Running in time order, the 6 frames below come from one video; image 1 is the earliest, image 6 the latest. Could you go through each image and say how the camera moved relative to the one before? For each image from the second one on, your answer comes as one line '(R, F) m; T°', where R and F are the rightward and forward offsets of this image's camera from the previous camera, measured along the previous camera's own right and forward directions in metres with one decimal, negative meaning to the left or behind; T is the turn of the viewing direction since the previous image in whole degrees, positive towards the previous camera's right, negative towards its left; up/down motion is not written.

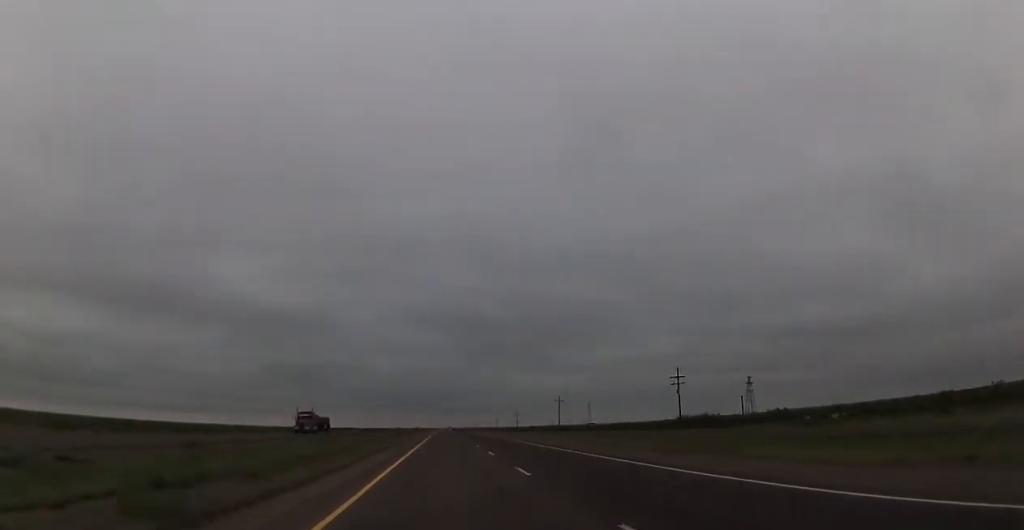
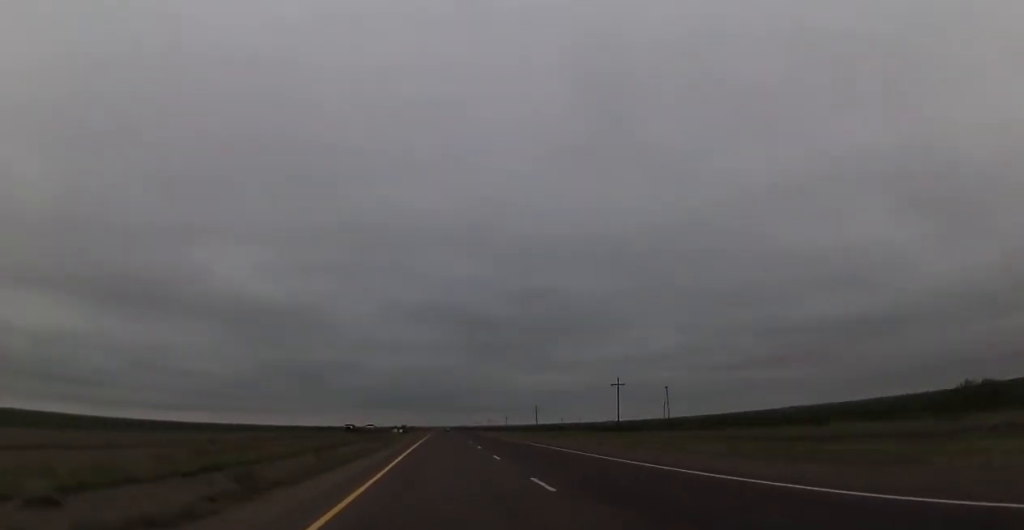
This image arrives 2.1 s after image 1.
(-0.1, +76.8) m; 0°
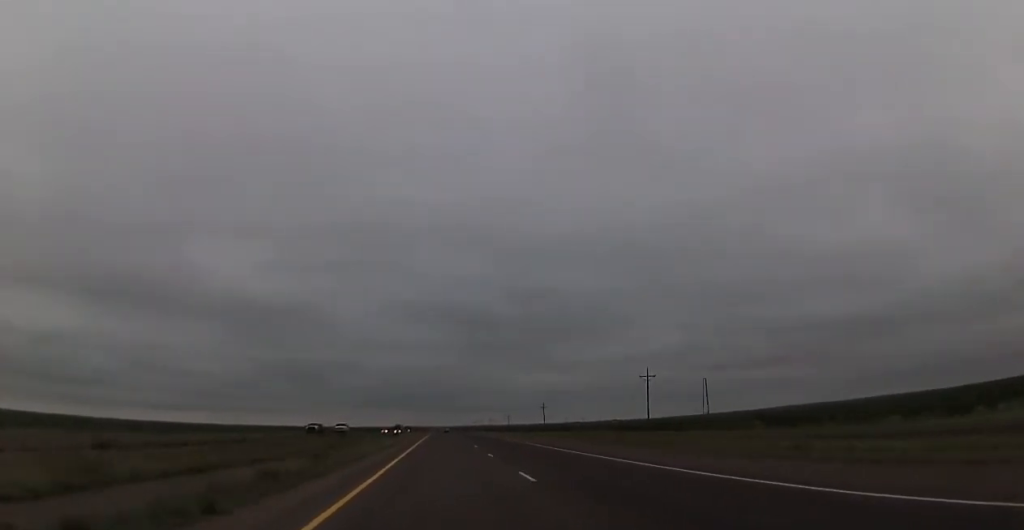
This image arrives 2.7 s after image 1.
(0.0, +21.9) m; 0°
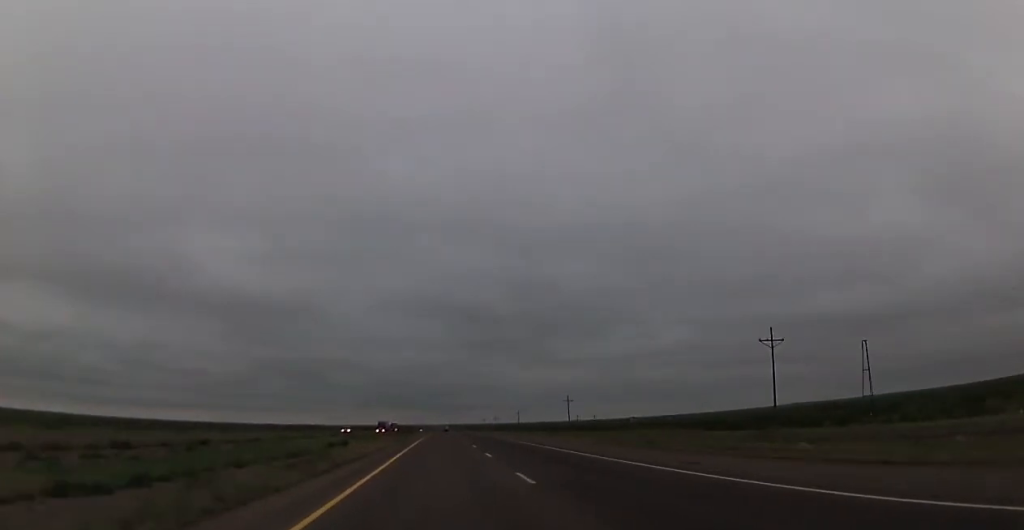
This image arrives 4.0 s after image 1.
(0.0, +48.7) m; 0°
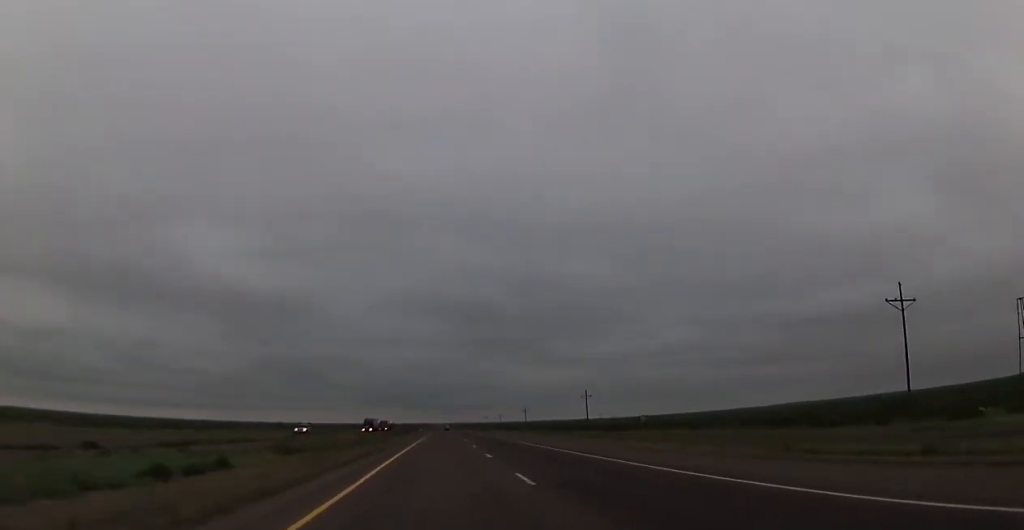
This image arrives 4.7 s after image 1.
(+0.1, +24.5) m; 0°
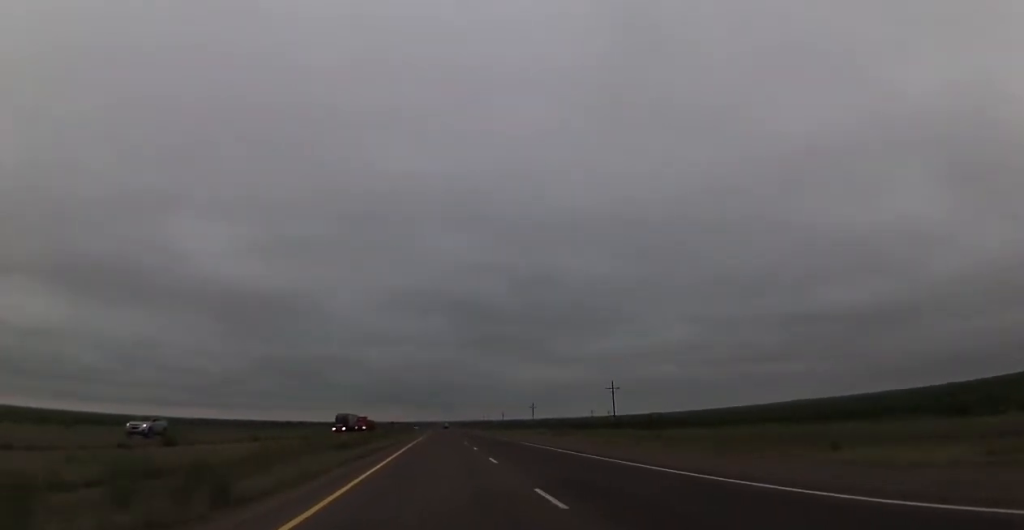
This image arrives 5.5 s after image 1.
(0.0, +28.2) m; 0°
